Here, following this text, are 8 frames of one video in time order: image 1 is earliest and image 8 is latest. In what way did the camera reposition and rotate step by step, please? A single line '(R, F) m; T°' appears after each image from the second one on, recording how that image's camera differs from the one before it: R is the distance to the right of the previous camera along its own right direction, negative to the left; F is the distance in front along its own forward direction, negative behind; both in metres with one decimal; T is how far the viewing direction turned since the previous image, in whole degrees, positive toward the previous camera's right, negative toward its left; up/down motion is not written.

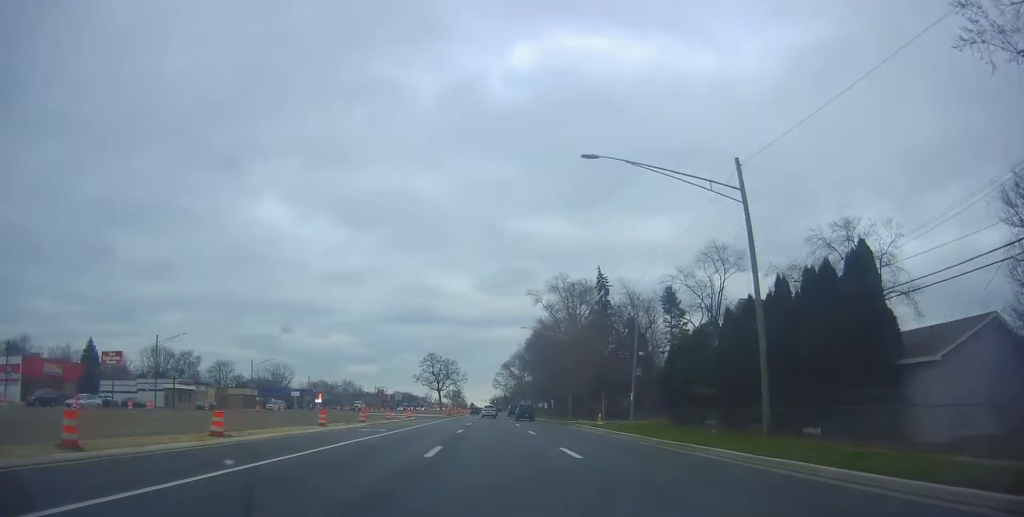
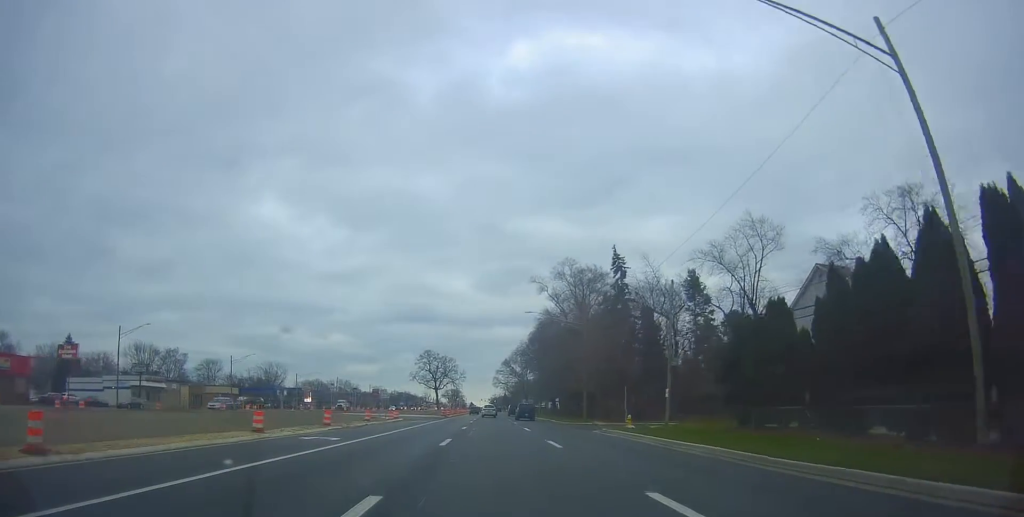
(+0.1, +10.5) m; 0°
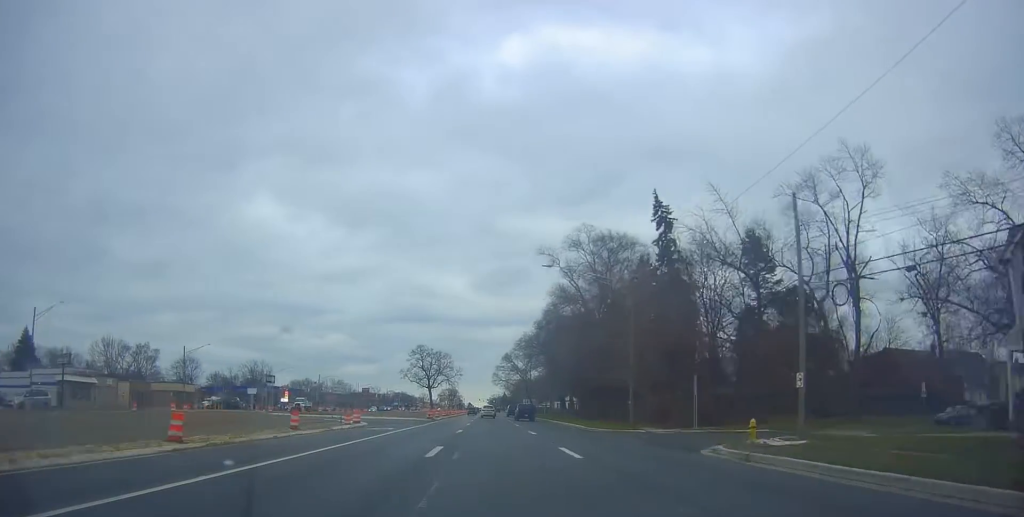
(0.0, +19.0) m; -1°
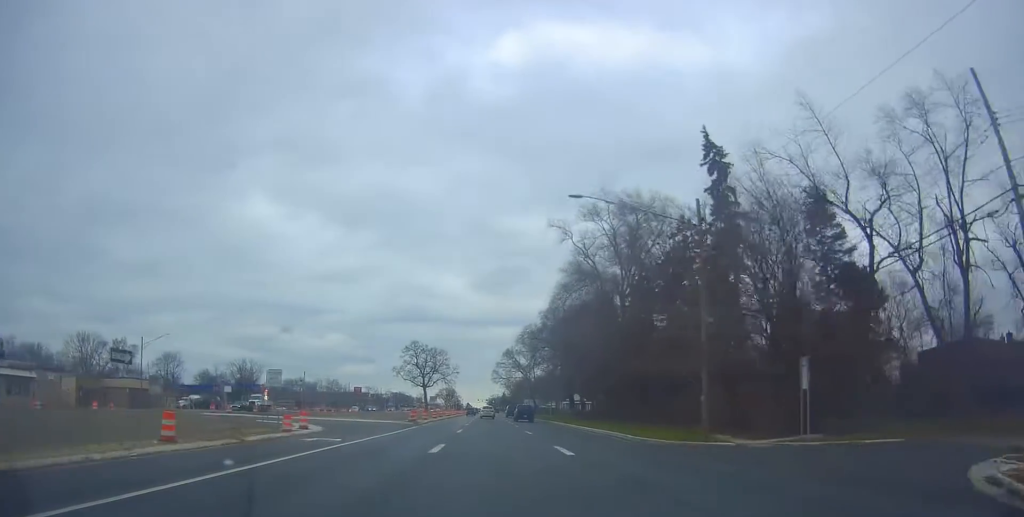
(-0.5, +13.4) m; 0°
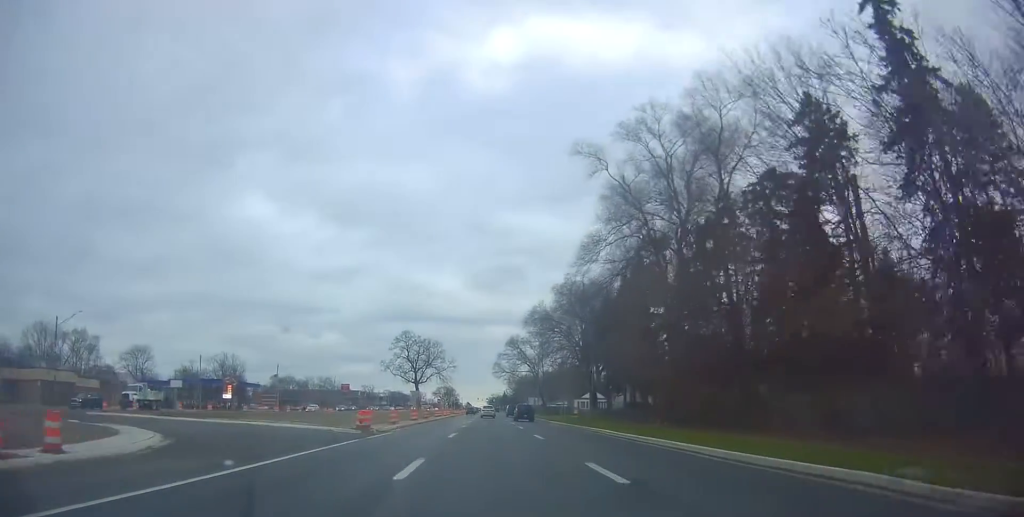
(+0.7, +20.4) m; +2°
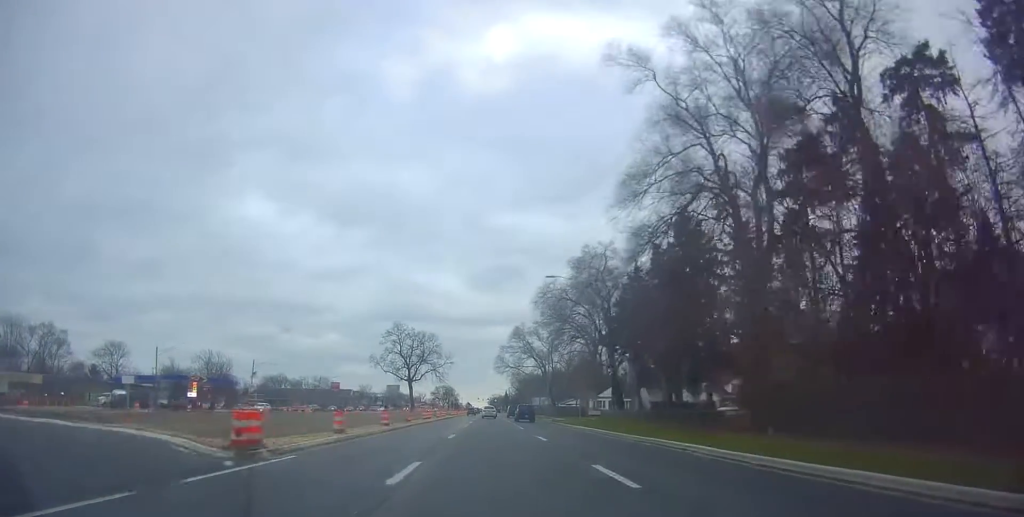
(0.0, +15.5) m; -1°
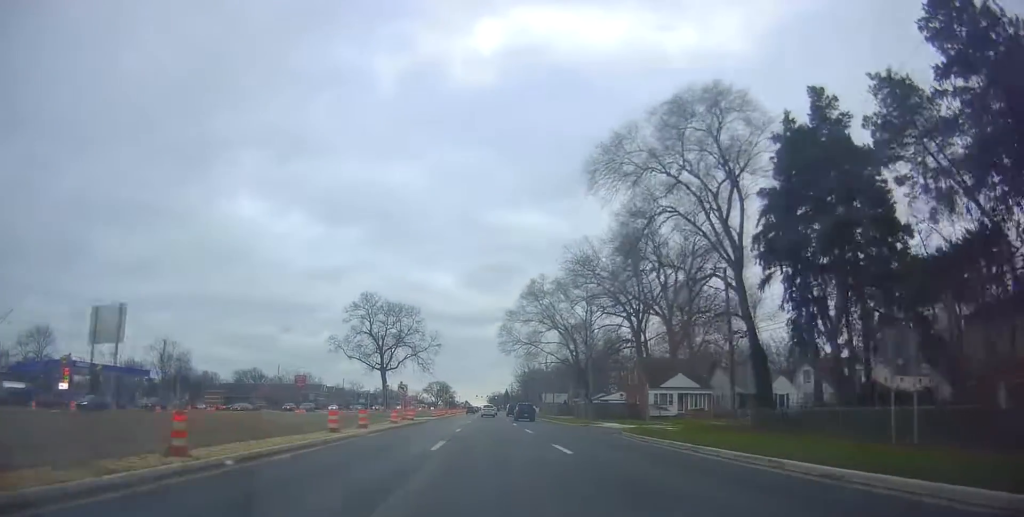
(-0.4, +37.1) m; -1°
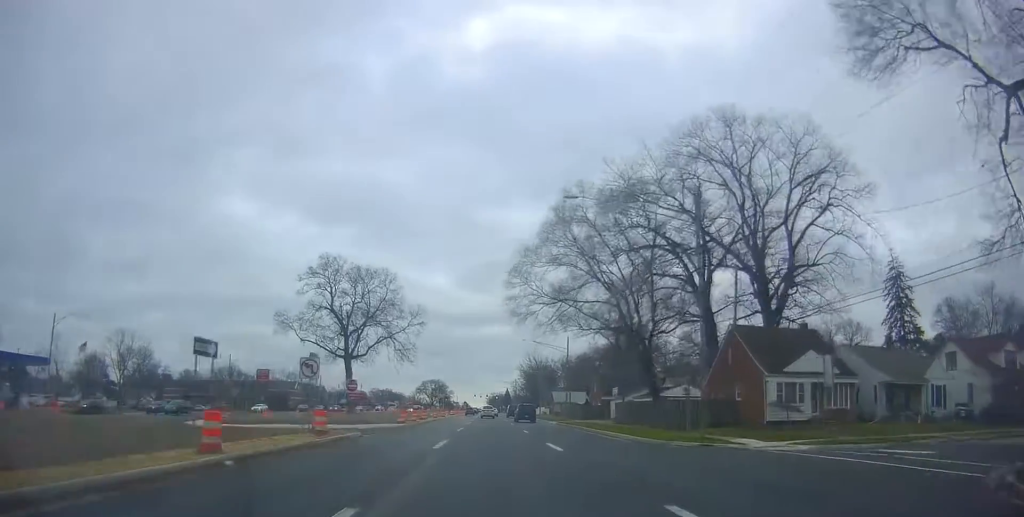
(-0.4, +28.3) m; -1°
